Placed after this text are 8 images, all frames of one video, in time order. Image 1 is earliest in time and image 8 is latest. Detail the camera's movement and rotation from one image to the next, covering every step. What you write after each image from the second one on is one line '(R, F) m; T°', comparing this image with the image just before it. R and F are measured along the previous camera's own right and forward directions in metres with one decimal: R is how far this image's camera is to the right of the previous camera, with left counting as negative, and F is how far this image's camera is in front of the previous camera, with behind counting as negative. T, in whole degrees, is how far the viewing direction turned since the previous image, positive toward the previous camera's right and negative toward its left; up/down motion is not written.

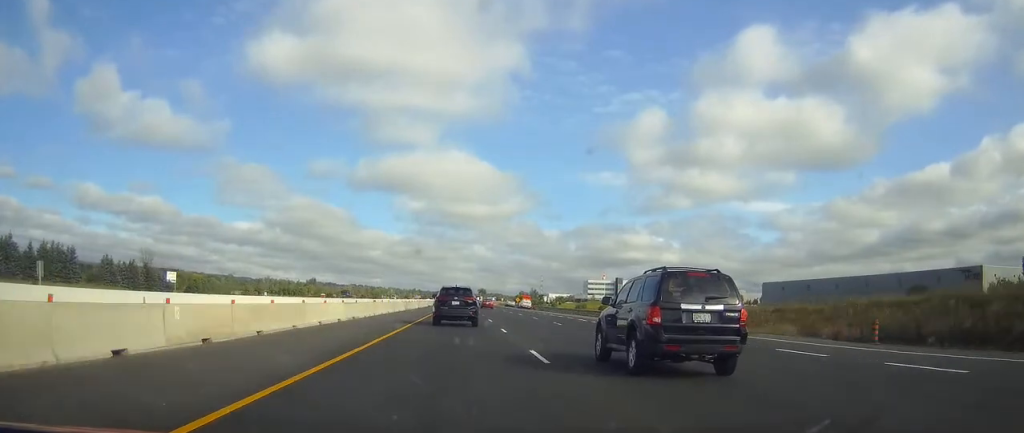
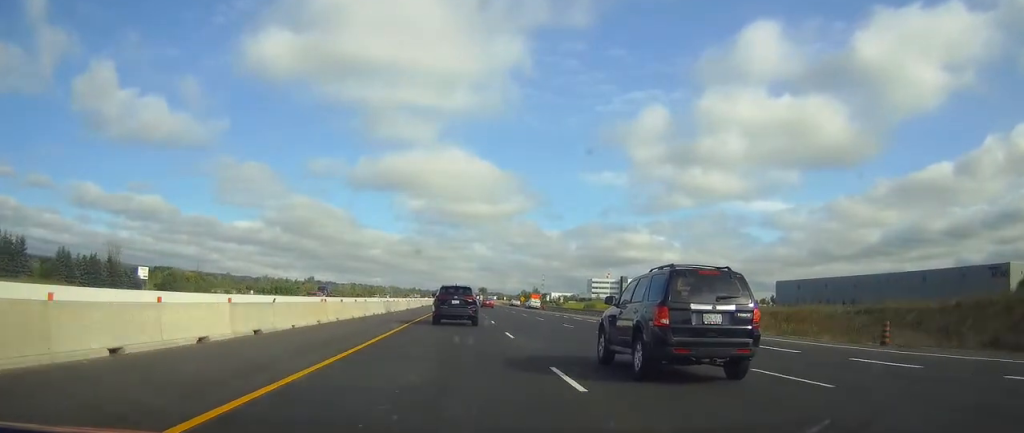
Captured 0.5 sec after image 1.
(0.0, +16.1) m; 0°
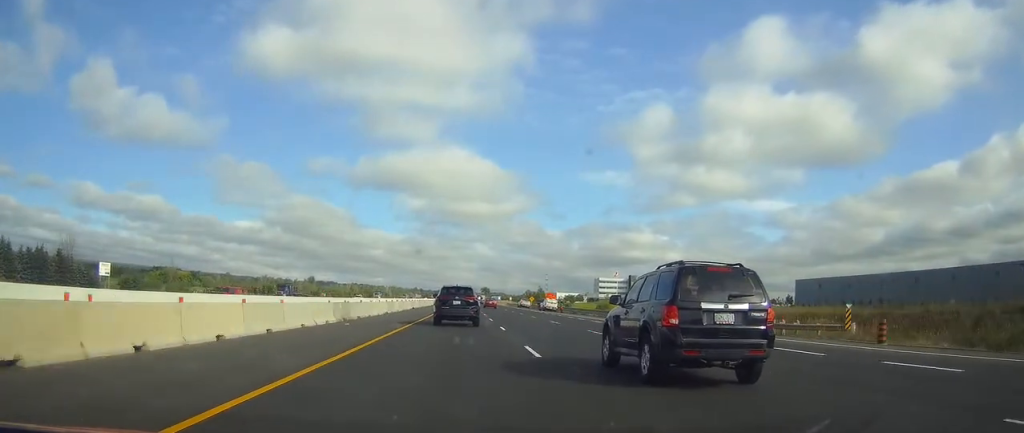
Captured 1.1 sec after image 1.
(0.0, +19.2) m; 0°
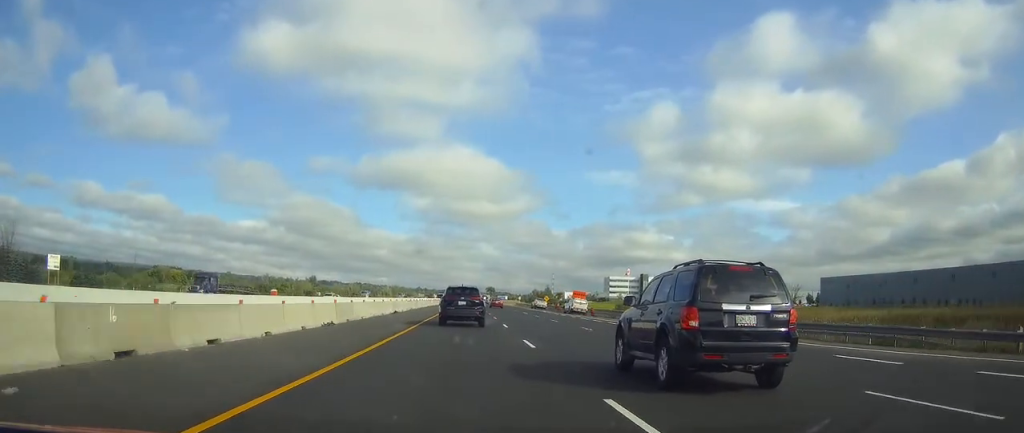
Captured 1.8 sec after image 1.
(0.0, +21.2) m; 0°
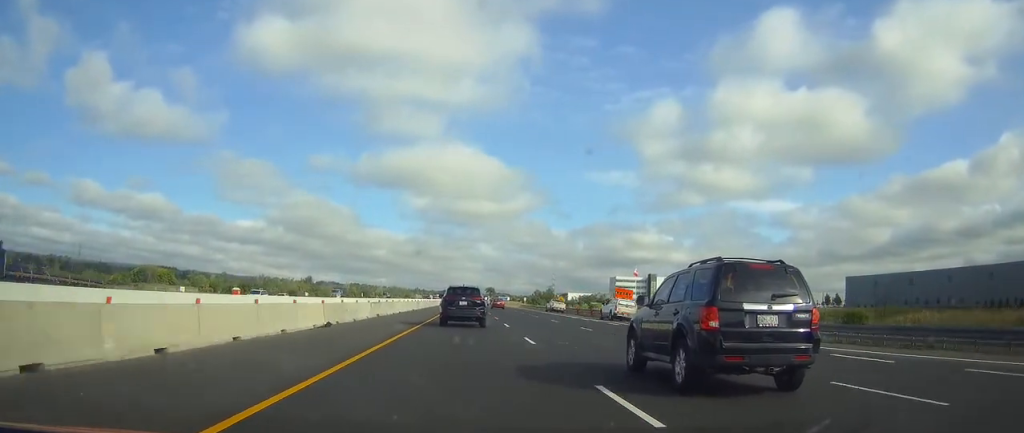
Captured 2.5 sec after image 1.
(-0.1, +23.1) m; 0°
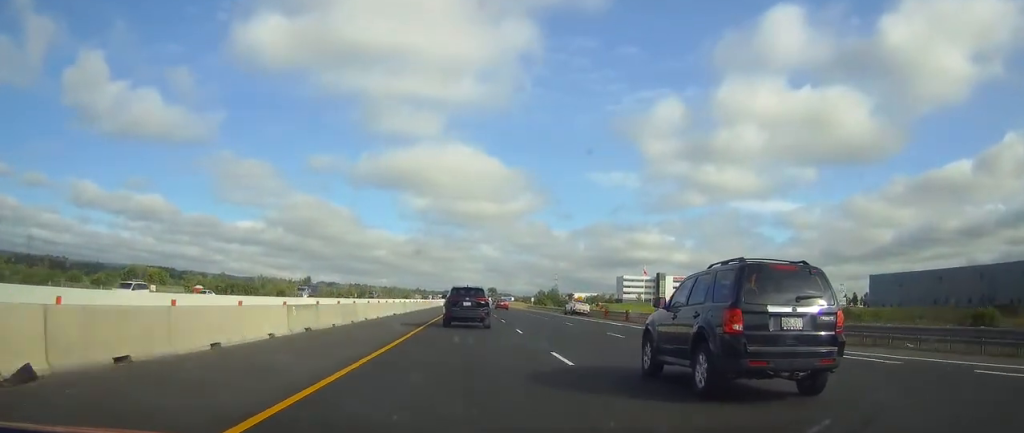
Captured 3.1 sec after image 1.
(0.0, +17.8) m; 0°
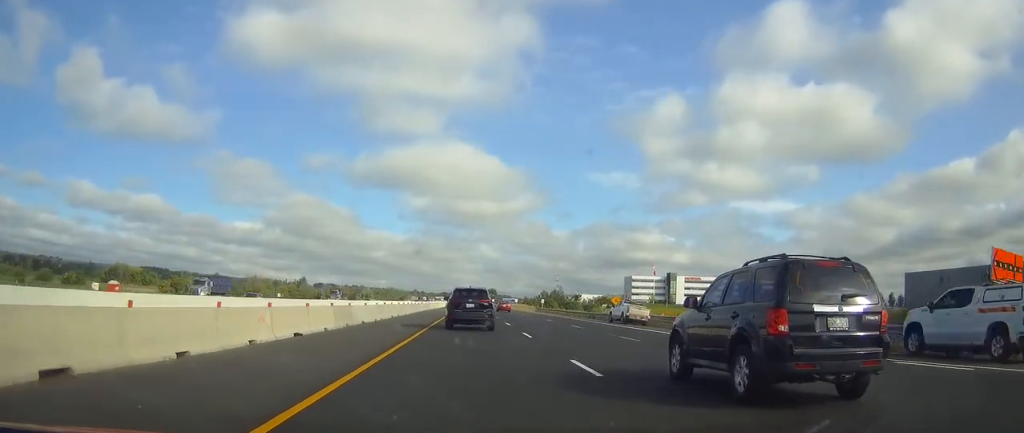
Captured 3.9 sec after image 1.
(+0.1, +26.1) m; 0°
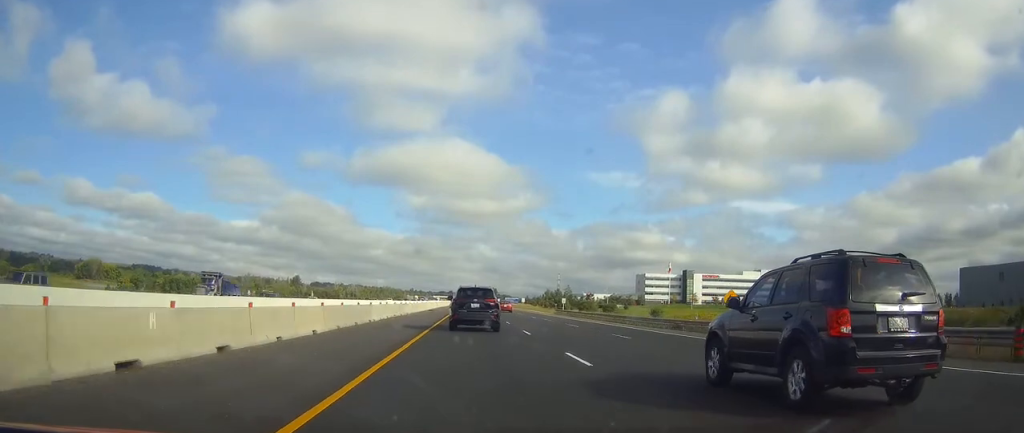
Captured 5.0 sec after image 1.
(-0.1, +34.4) m; 0°
